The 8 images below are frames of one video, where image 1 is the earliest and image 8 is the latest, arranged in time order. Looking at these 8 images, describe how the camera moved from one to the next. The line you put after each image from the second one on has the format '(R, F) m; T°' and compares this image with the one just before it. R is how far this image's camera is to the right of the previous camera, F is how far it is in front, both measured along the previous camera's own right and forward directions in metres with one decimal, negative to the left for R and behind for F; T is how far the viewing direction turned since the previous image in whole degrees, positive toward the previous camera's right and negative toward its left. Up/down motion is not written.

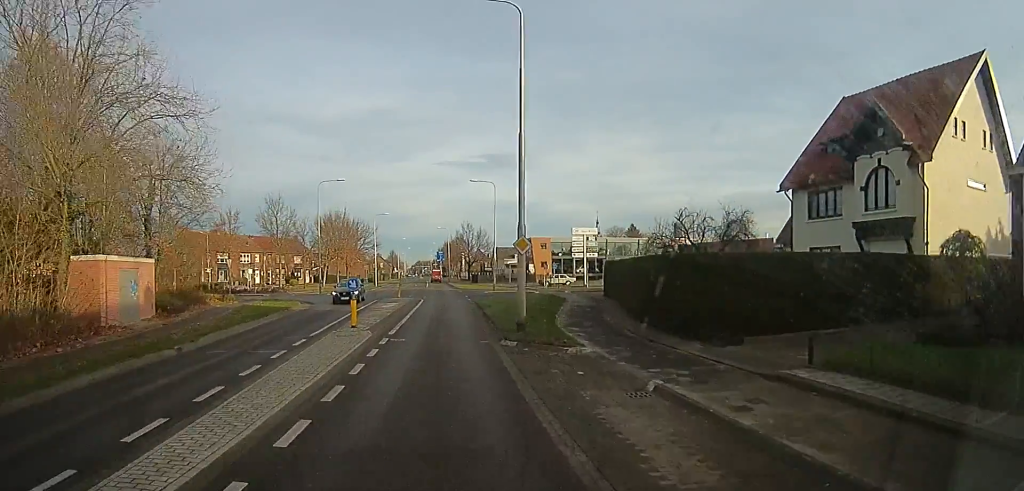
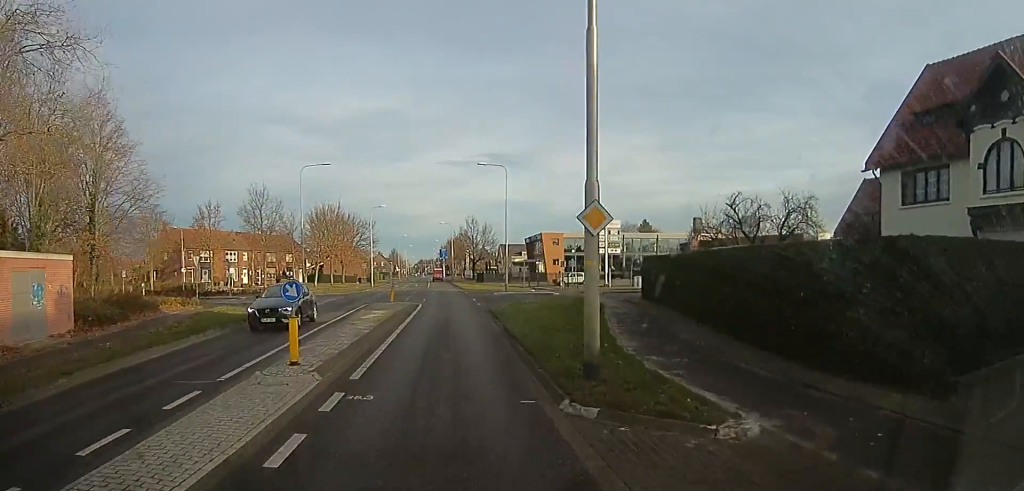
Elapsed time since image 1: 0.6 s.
(0.0, +7.0) m; 0°
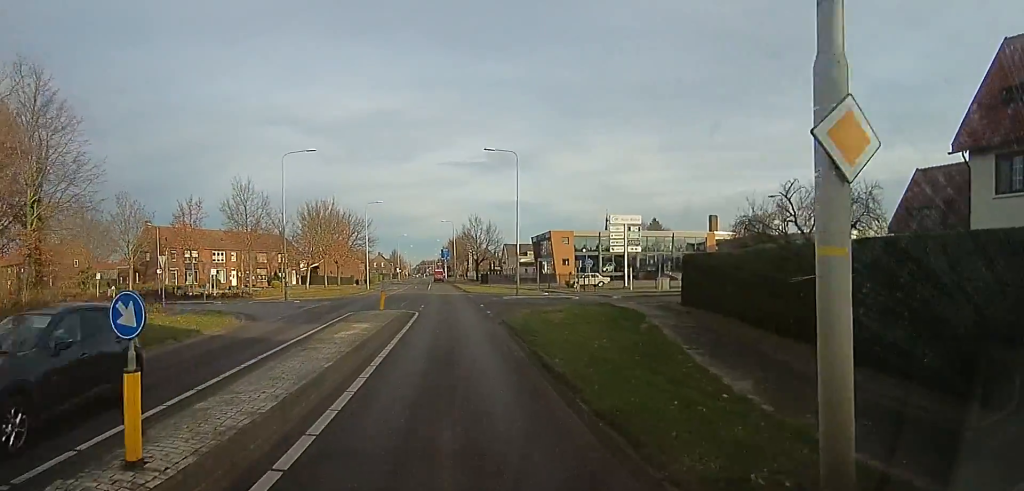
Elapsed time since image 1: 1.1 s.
(0.0, +5.7) m; 0°
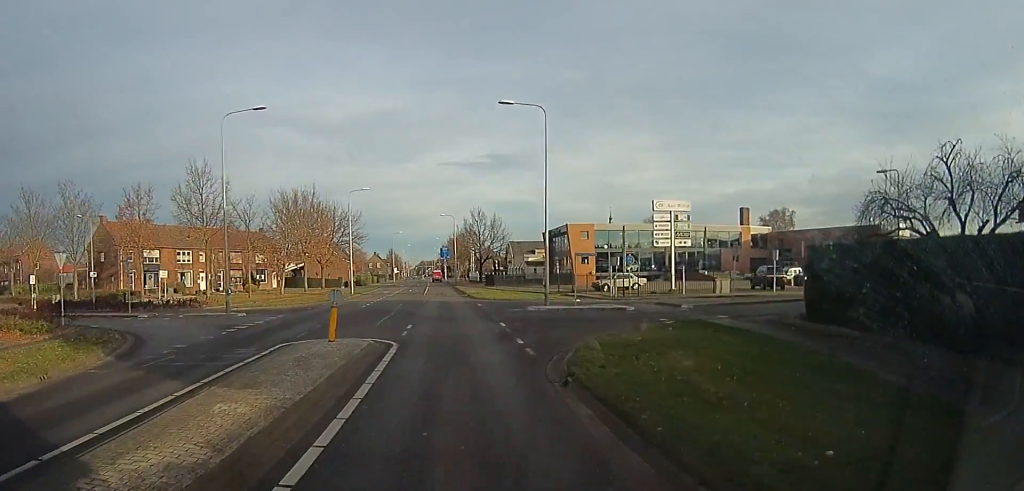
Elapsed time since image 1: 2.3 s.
(0.0, +11.2) m; -1°
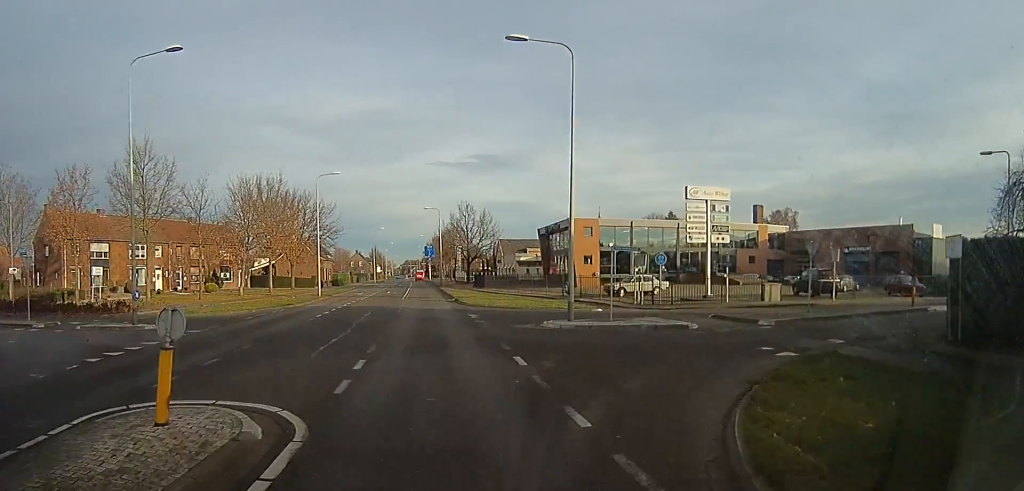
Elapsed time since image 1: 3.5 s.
(0.0, +8.2) m; +6°
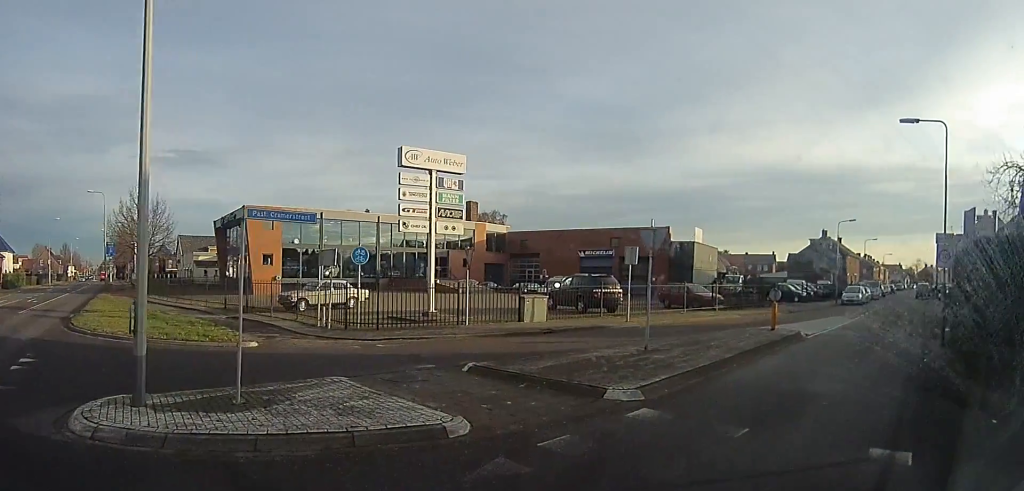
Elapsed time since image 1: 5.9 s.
(+2.3, +11.8) m; +35°
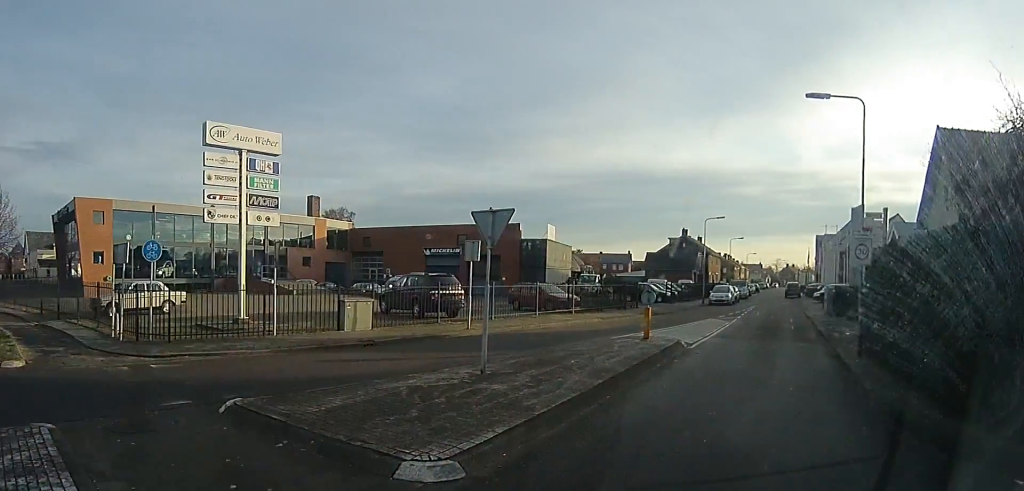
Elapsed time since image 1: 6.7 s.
(+0.7, +3.0) m; +18°
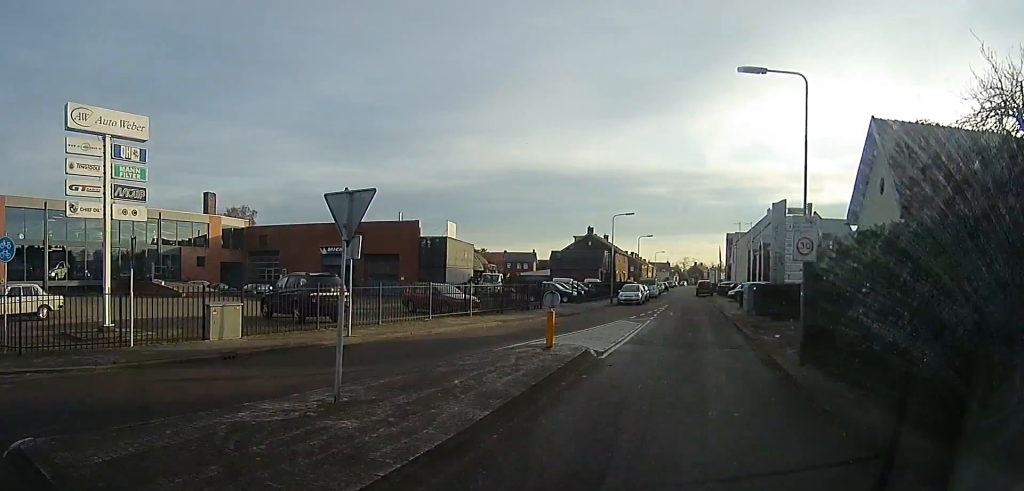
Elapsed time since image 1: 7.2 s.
(+0.3, +2.0) m; +11°
